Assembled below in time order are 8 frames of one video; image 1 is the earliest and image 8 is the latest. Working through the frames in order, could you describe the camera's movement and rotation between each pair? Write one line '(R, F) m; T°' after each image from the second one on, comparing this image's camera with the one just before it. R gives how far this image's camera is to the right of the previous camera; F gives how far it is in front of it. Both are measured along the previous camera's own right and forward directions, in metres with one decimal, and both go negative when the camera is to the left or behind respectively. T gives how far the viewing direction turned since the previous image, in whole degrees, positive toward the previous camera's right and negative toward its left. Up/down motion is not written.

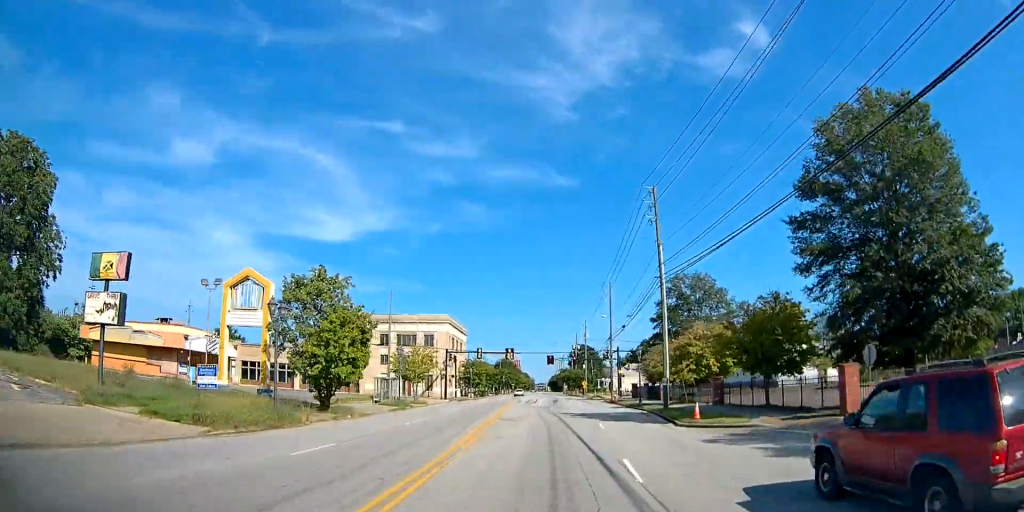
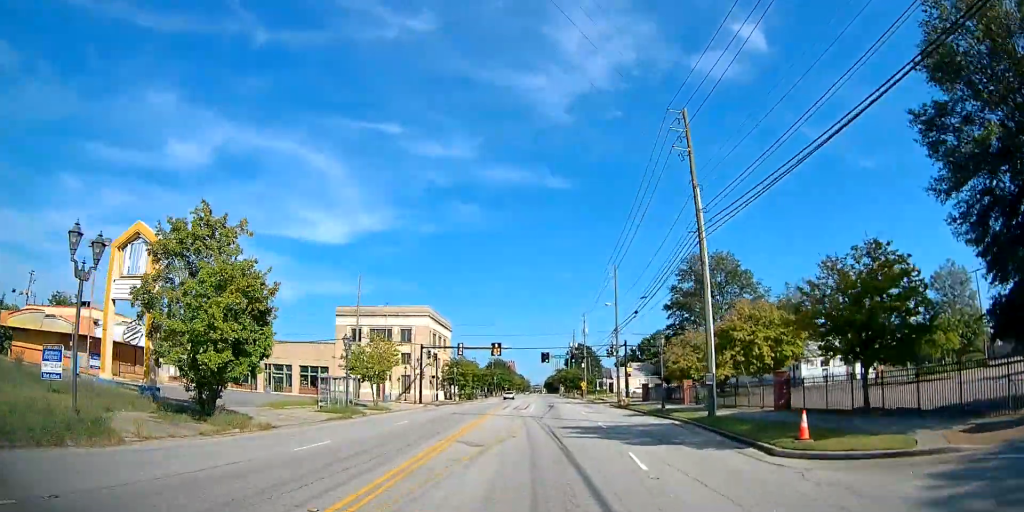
(+0.1, +11.3) m; 0°
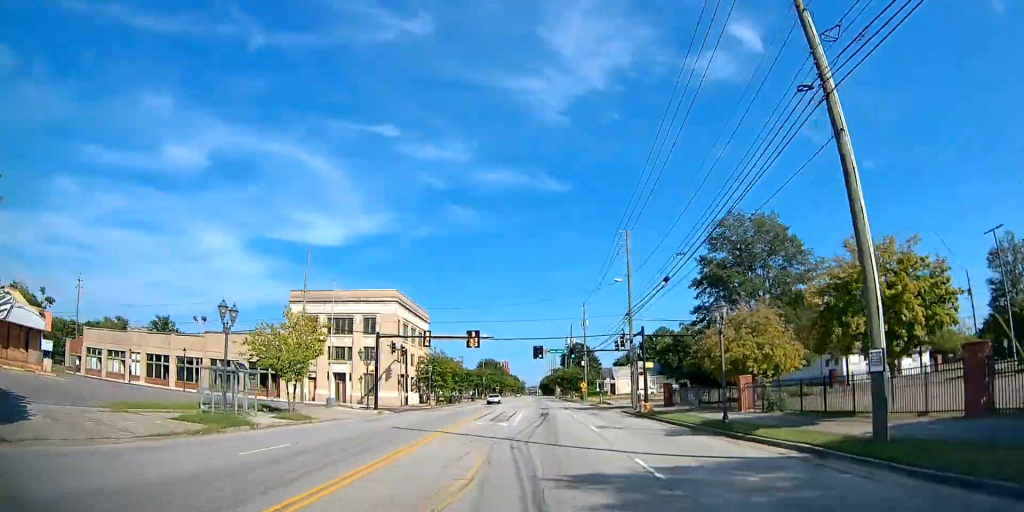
(+0.1, +13.7) m; 0°
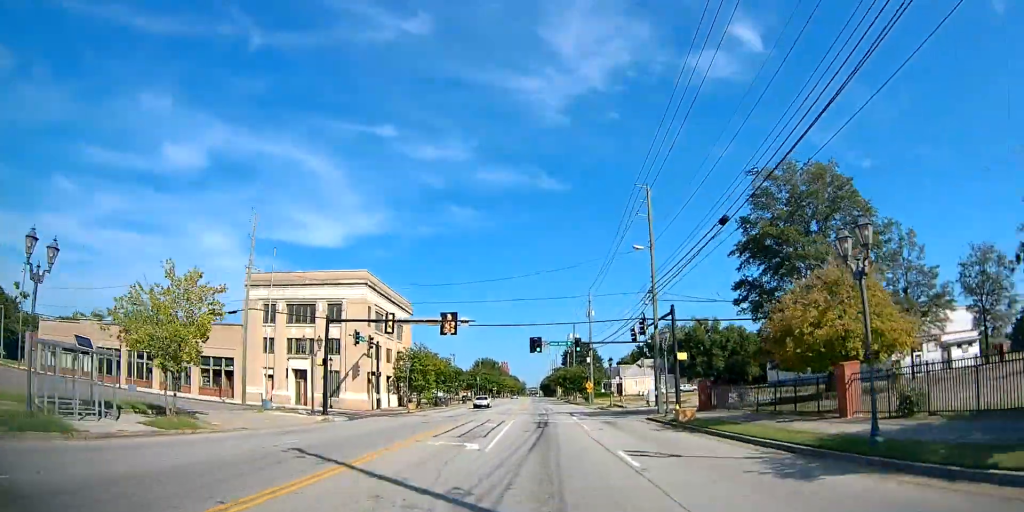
(0.0, +10.2) m; 0°
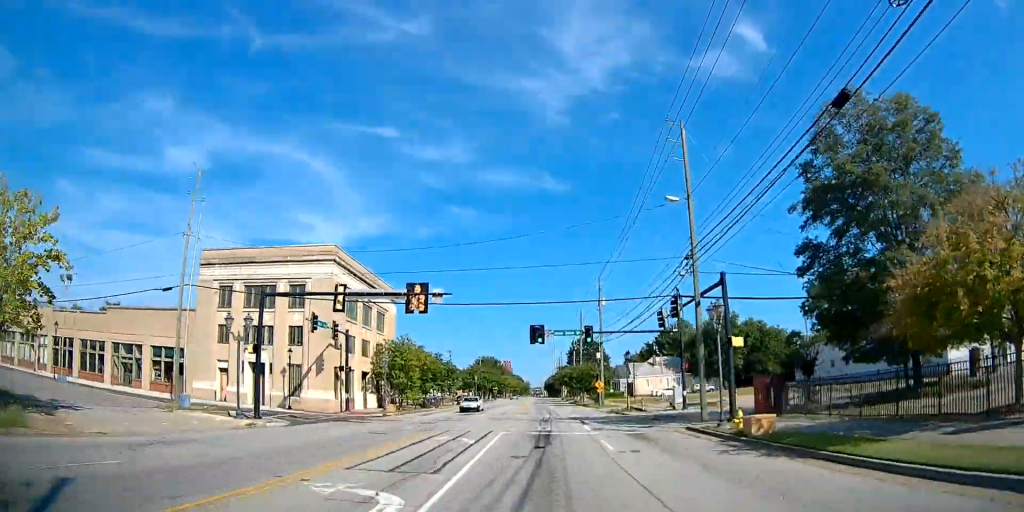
(0.0, +8.9) m; 0°
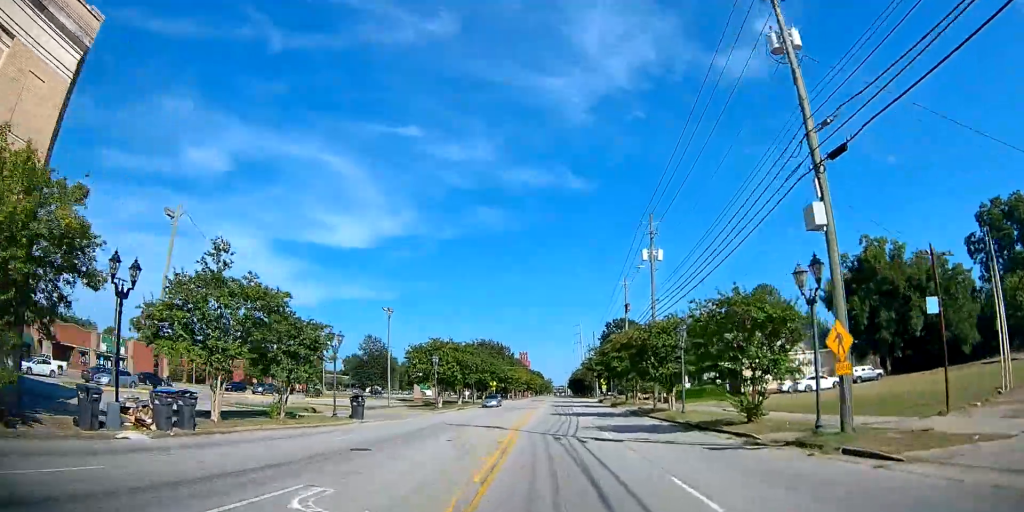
(-0.9, +48.3) m; -3°
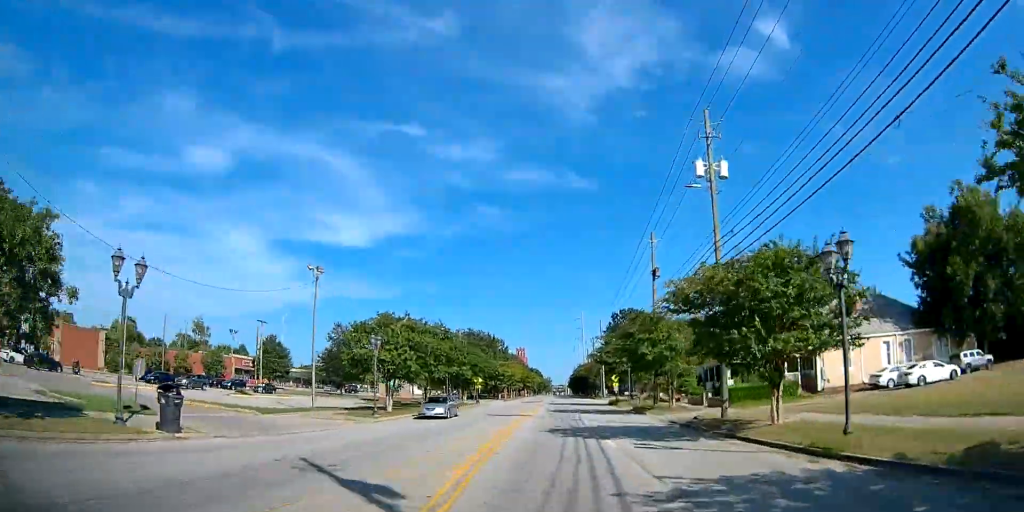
(-0.1, +16.3) m; 0°
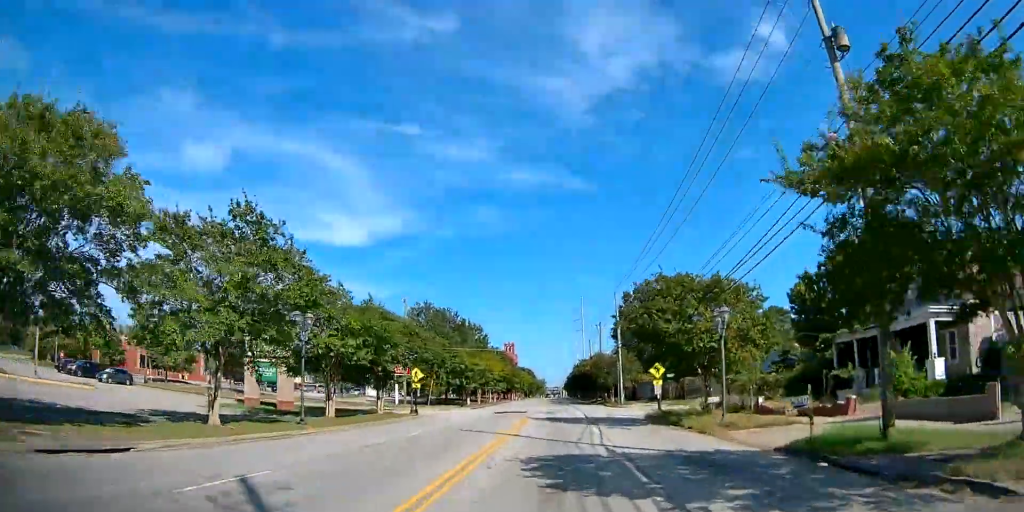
(+0.6, +29.6) m; +2°
